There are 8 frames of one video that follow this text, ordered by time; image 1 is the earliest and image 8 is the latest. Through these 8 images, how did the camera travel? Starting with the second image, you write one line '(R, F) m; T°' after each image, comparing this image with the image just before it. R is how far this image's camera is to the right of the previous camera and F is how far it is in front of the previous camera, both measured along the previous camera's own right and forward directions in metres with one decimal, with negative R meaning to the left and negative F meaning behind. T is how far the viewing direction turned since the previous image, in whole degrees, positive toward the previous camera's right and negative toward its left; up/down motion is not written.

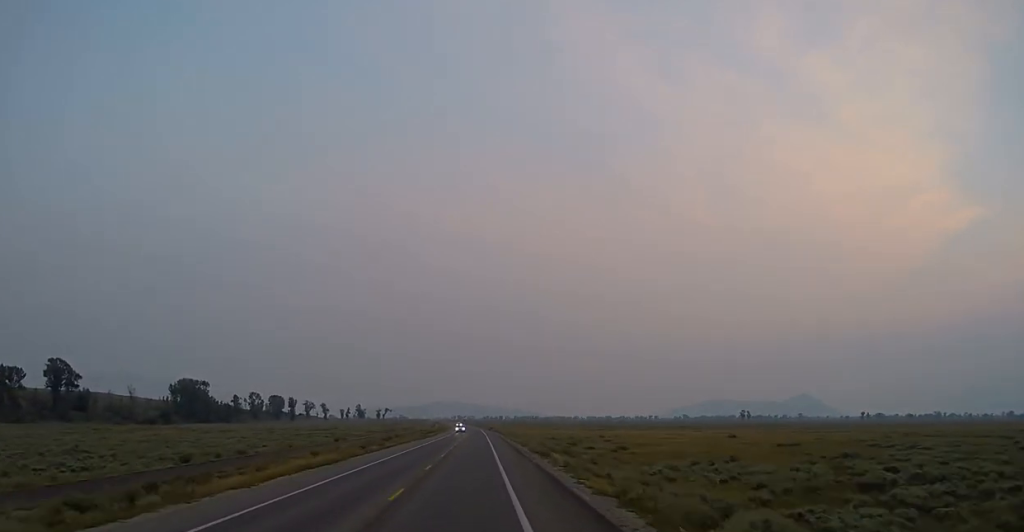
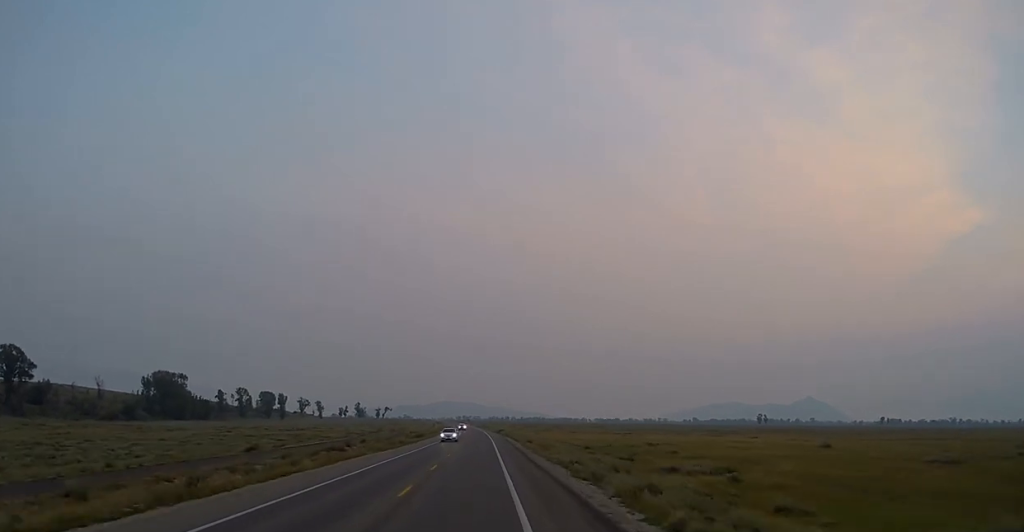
(0.0, +35.6) m; 0°
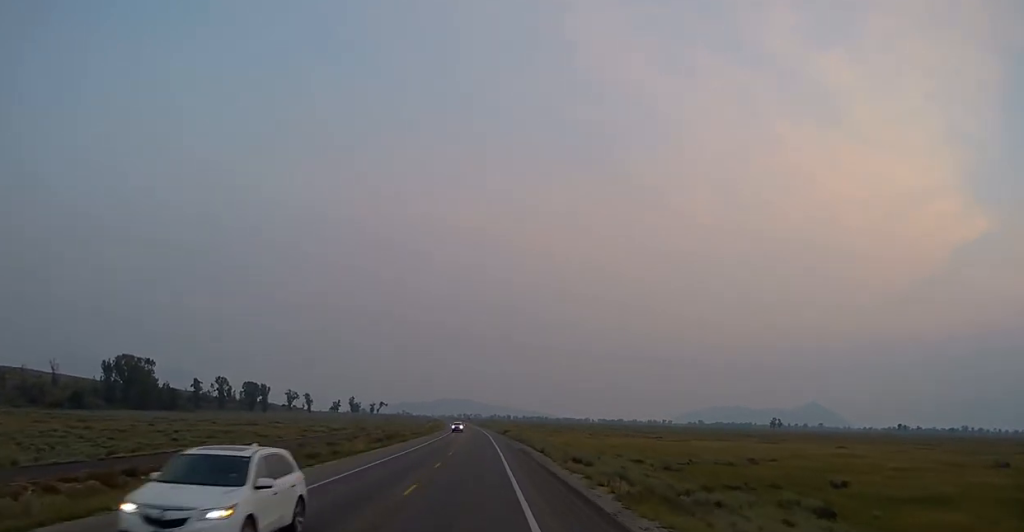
(0.0, +36.0) m; 0°
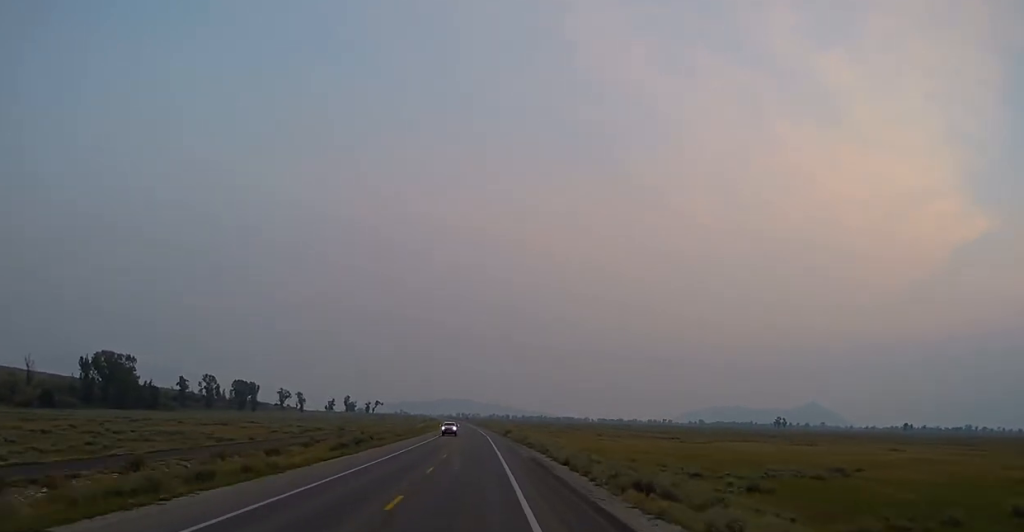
(0.0, +15.7) m; 0°
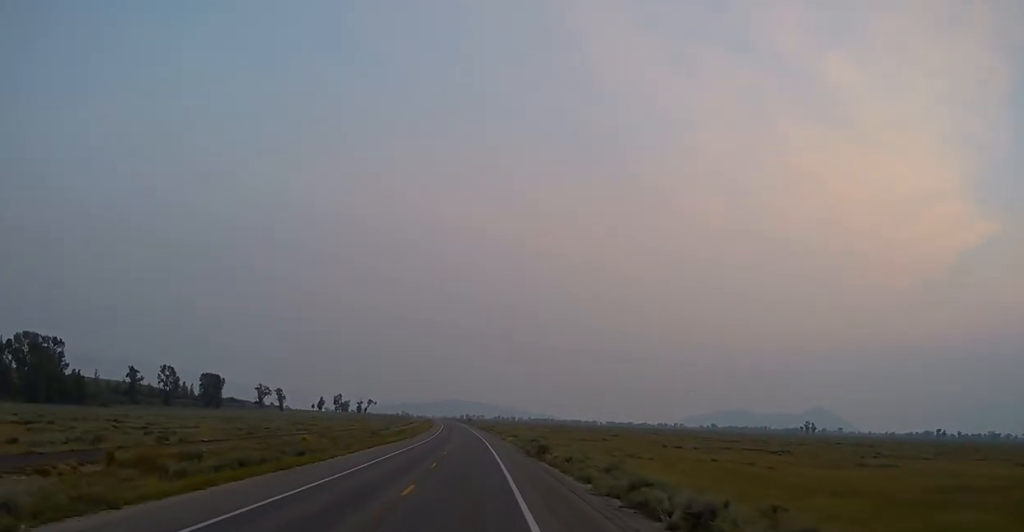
(-0.6, +58.2) m; -1°
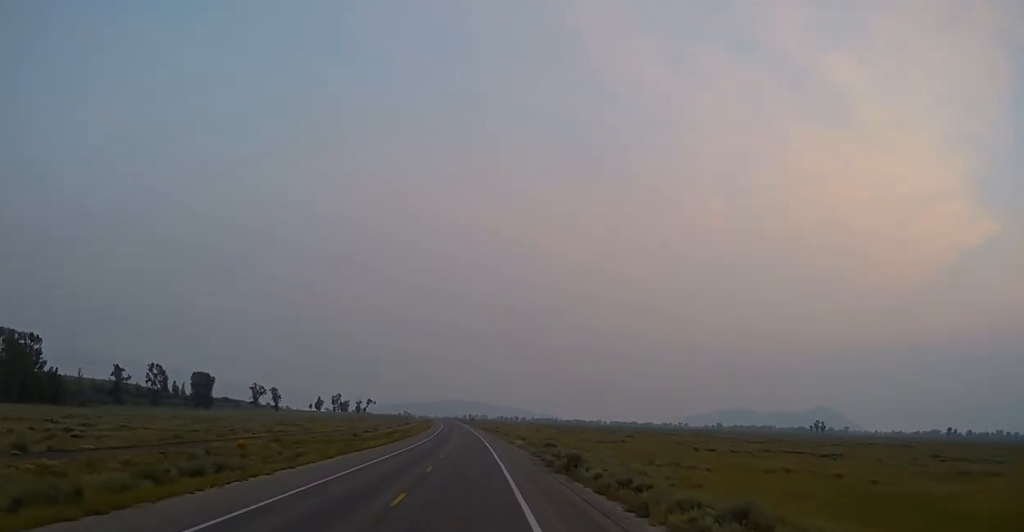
(+0.1, +14.8) m; 0°
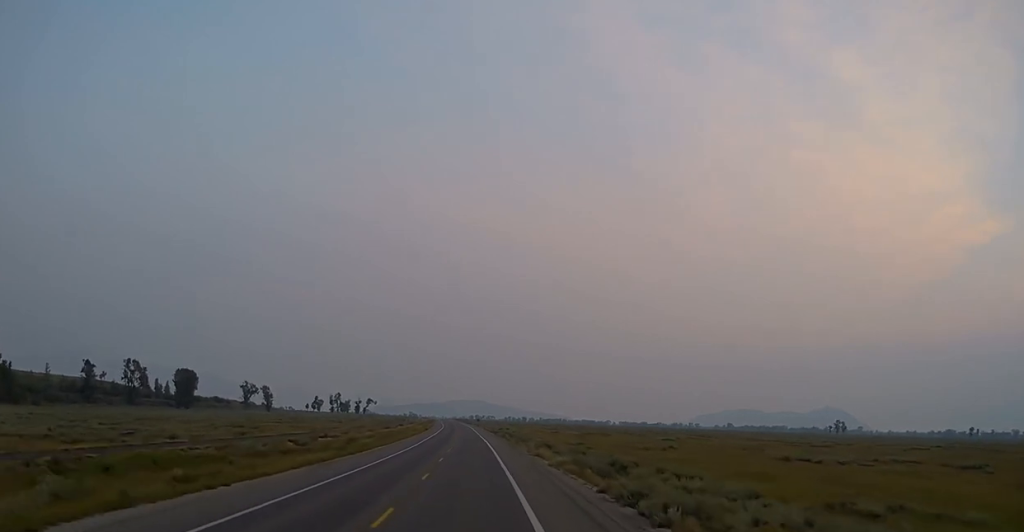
(-0.2, +27.2) m; 0°
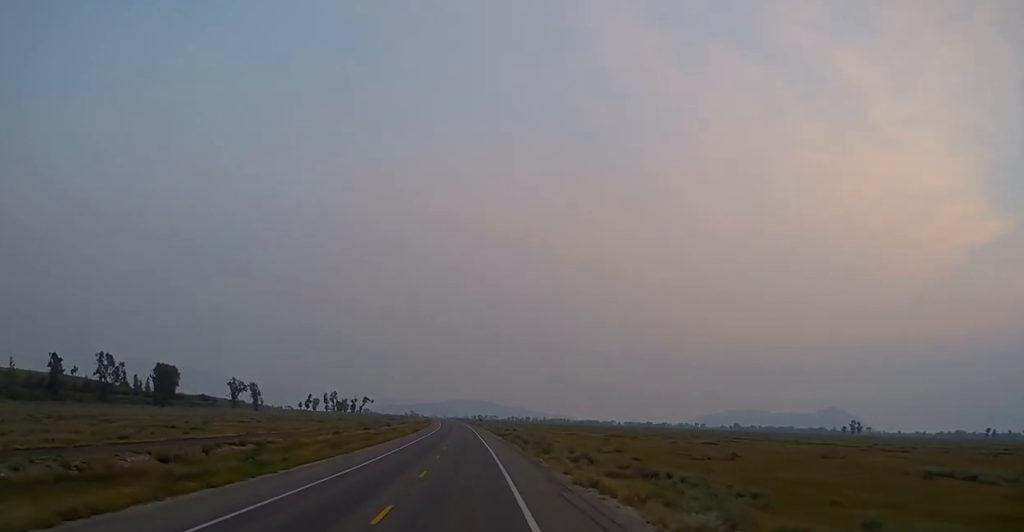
(+0.1, +23.4) m; 0°
